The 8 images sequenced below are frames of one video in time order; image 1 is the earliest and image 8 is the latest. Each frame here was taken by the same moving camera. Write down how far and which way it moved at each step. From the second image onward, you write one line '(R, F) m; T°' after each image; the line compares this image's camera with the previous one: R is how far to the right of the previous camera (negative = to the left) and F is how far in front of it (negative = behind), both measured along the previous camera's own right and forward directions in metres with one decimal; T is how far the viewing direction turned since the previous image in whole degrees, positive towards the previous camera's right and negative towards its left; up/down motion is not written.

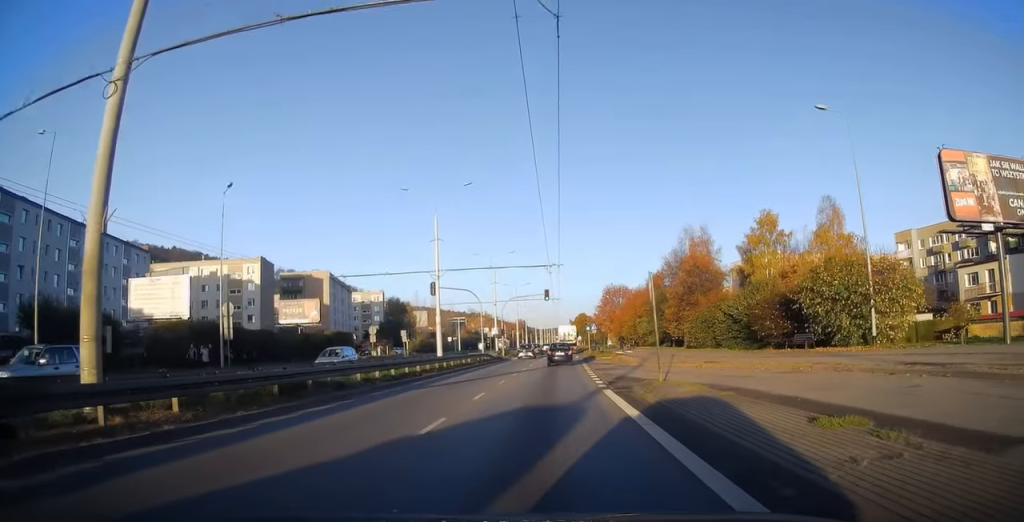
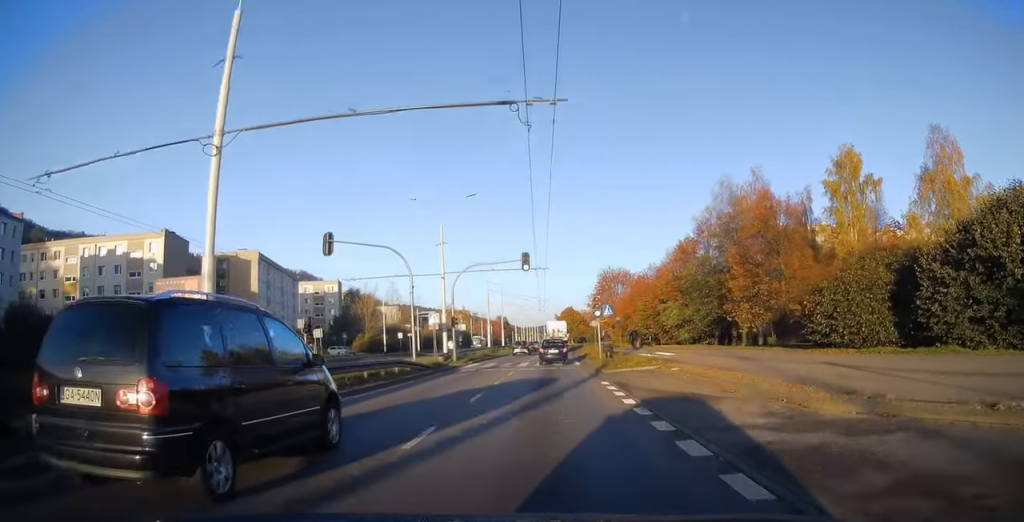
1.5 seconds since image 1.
(0.0, +25.3) m; +1°
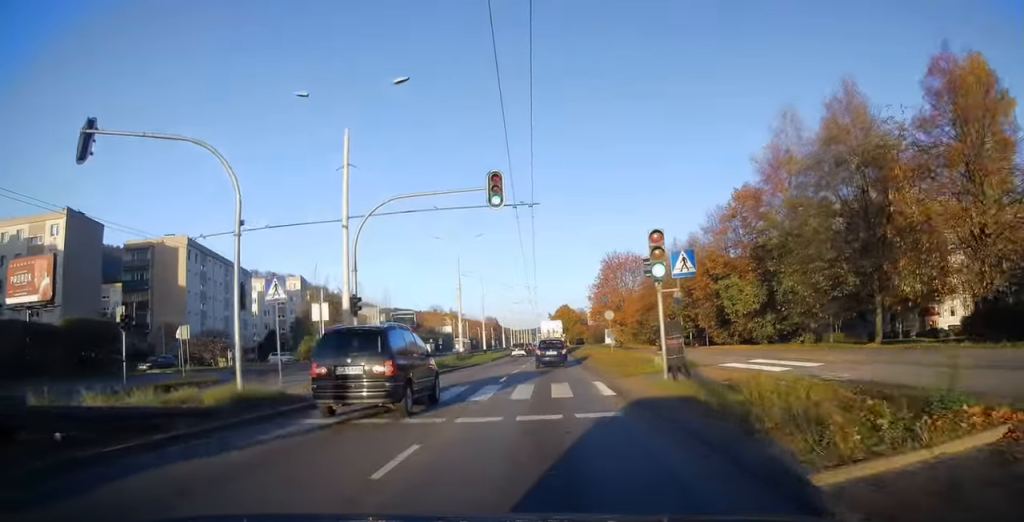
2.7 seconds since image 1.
(+0.4, +19.6) m; 0°
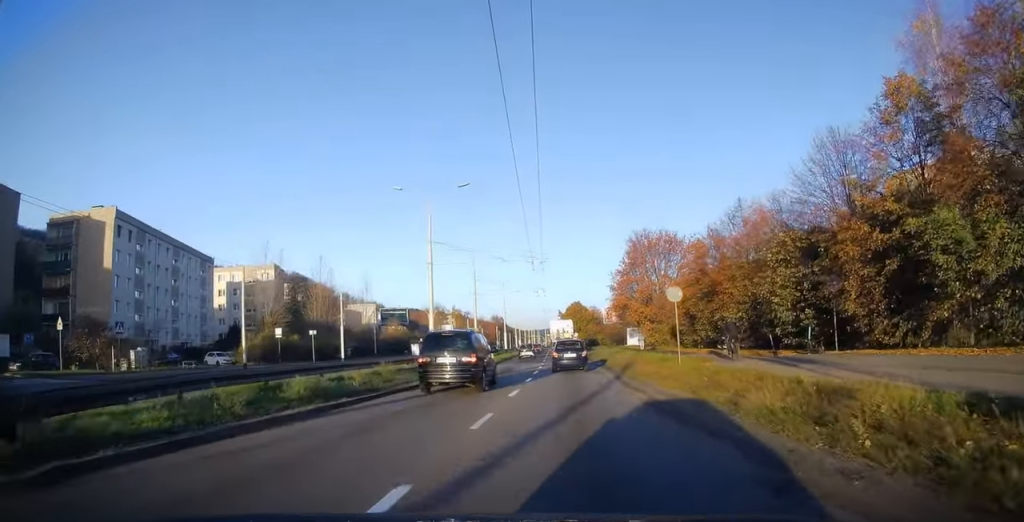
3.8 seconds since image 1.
(-0.3, +17.9) m; -1°
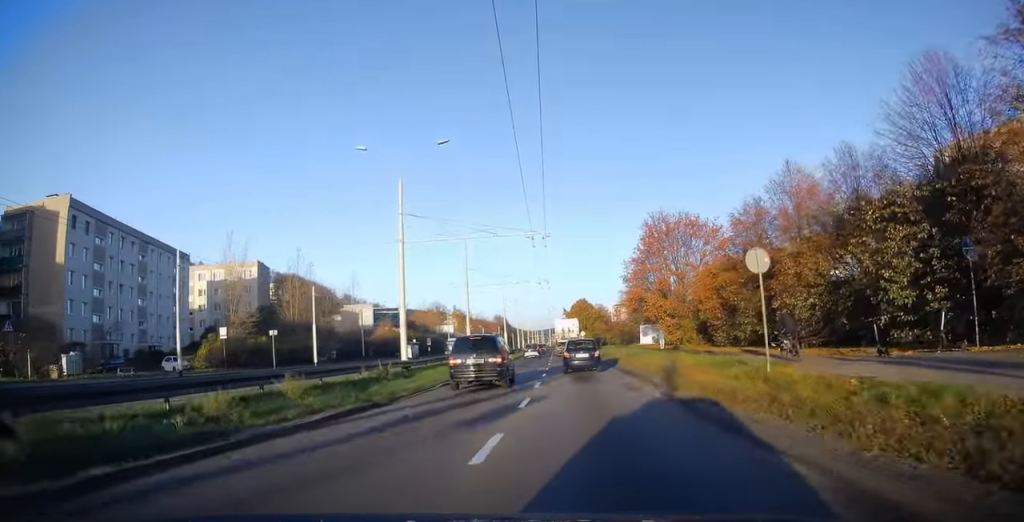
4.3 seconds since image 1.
(0.0, +8.6) m; 0°
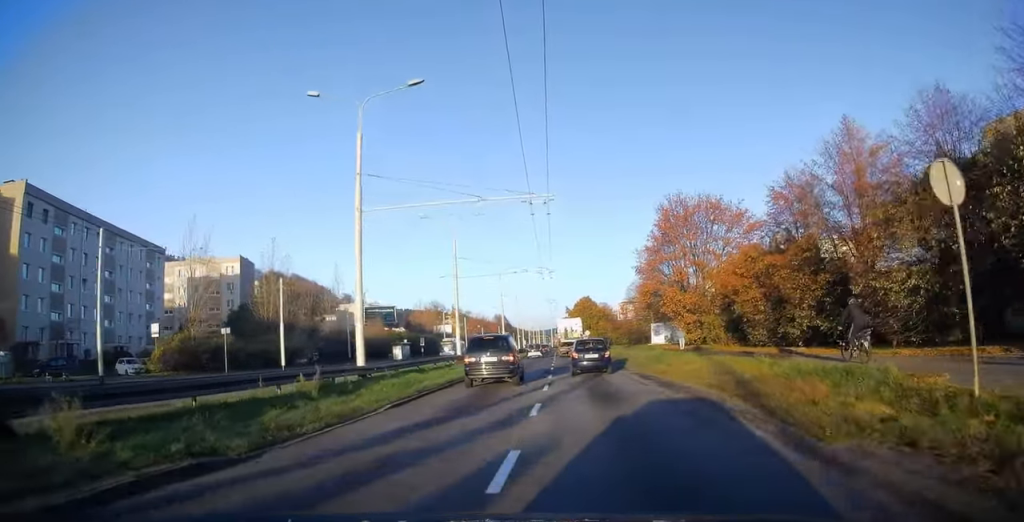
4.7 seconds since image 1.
(0.0, +7.3) m; 0°
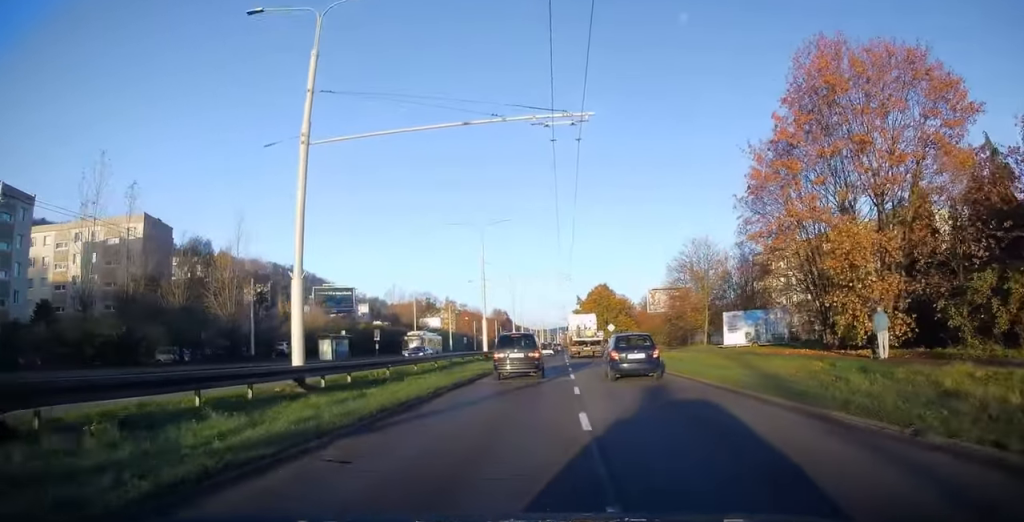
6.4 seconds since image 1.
(+0.4, +29.1) m; +1°
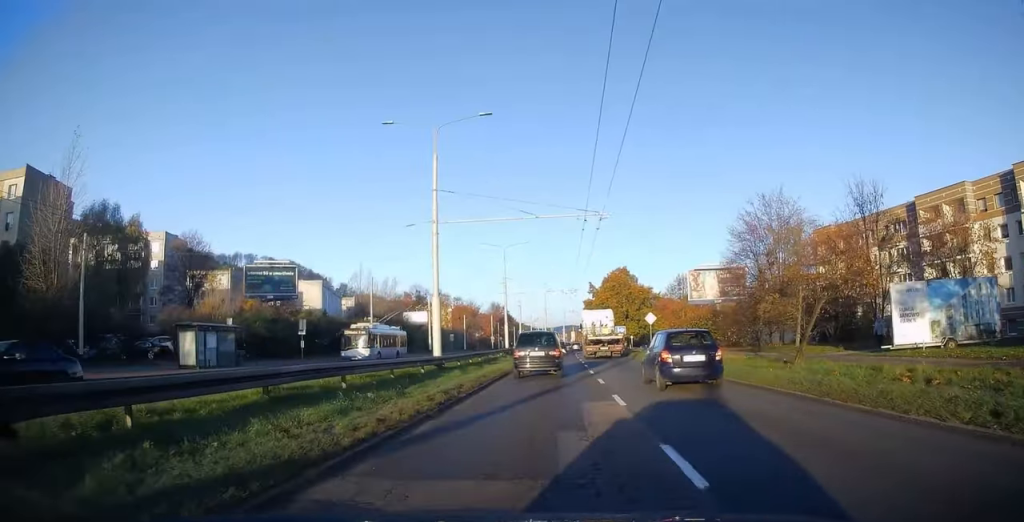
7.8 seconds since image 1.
(-0.2, +23.2) m; -1°
